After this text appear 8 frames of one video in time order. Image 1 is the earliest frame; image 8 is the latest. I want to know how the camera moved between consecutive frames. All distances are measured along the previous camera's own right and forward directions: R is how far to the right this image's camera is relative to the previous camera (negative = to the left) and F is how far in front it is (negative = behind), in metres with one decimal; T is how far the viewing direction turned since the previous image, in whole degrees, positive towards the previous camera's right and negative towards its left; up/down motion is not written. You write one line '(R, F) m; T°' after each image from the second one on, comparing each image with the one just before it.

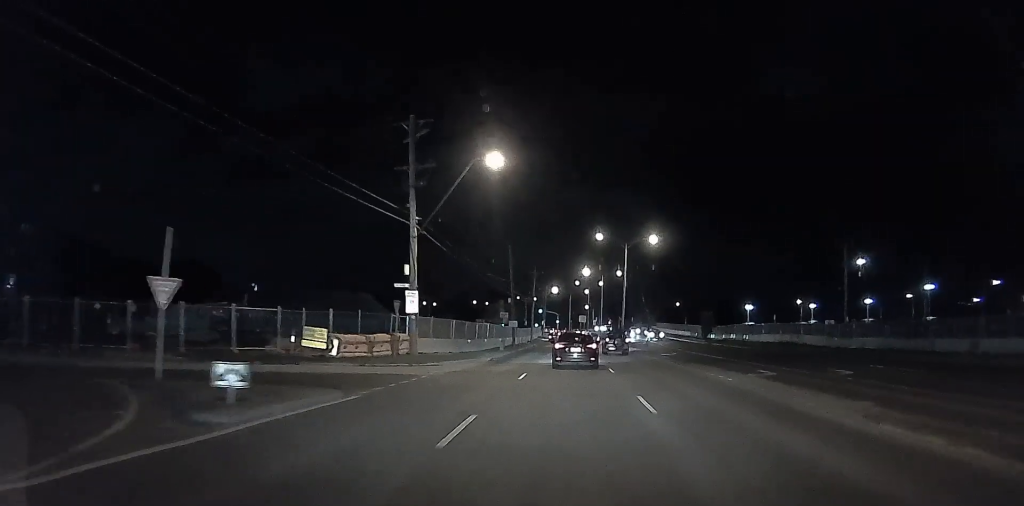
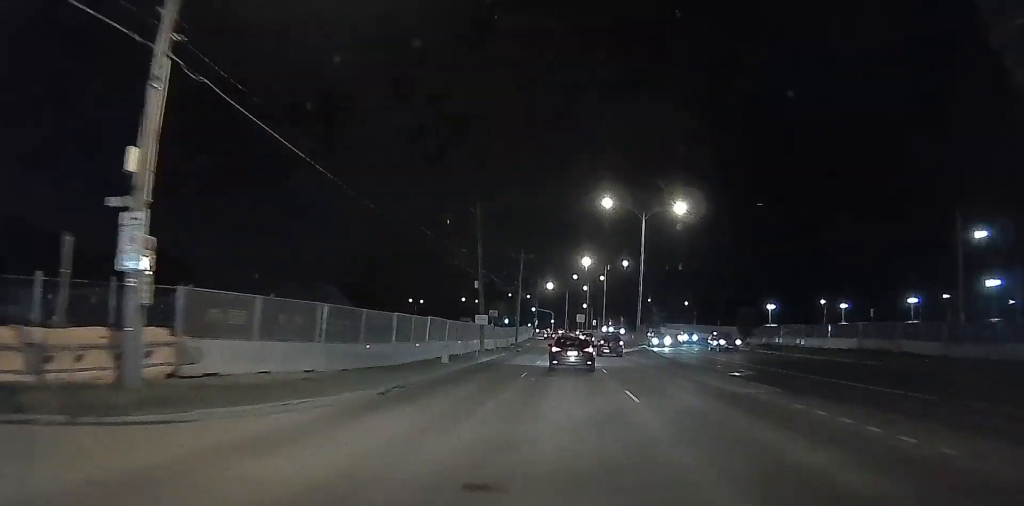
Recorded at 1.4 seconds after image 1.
(-0.2, +20.7) m; -5°
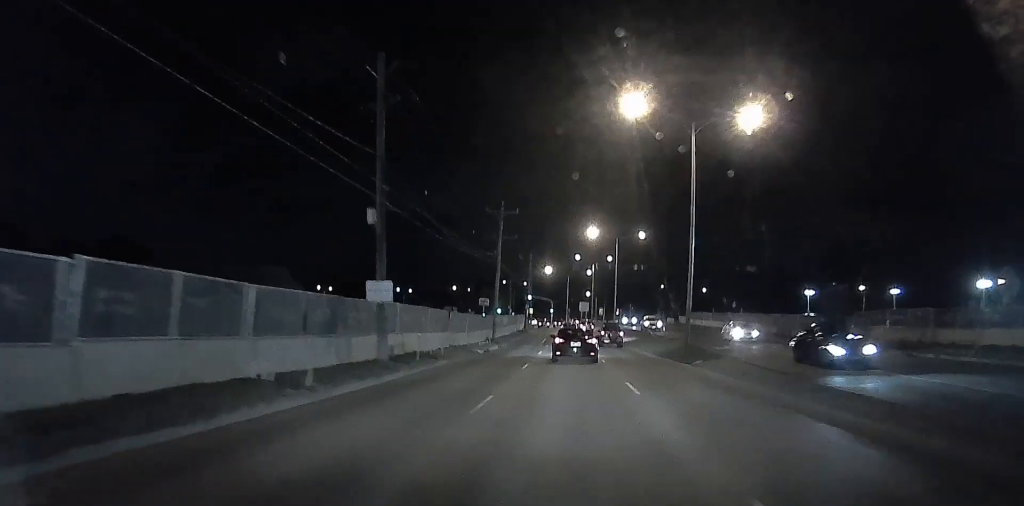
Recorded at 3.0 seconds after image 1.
(-0.5, +23.0) m; +1°
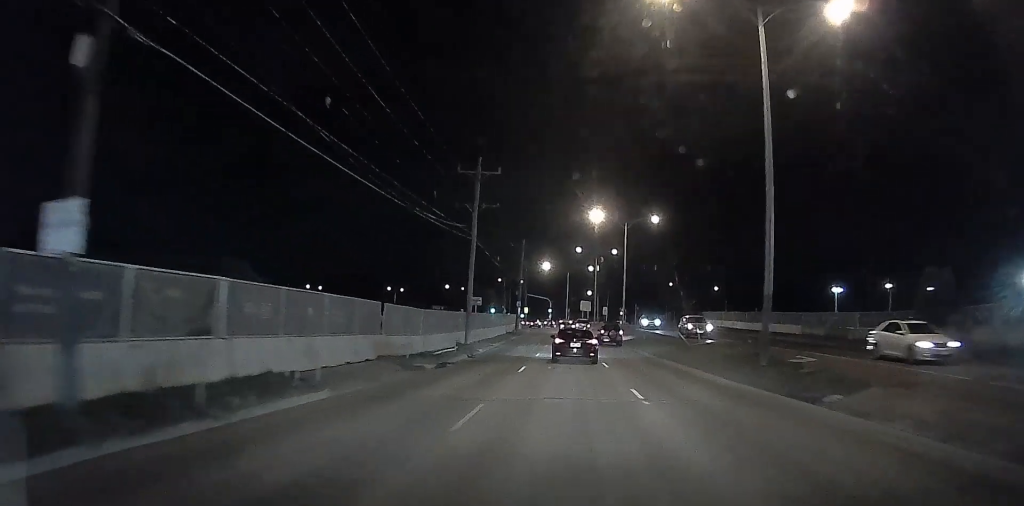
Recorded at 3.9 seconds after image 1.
(0.0, +13.1) m; 0°
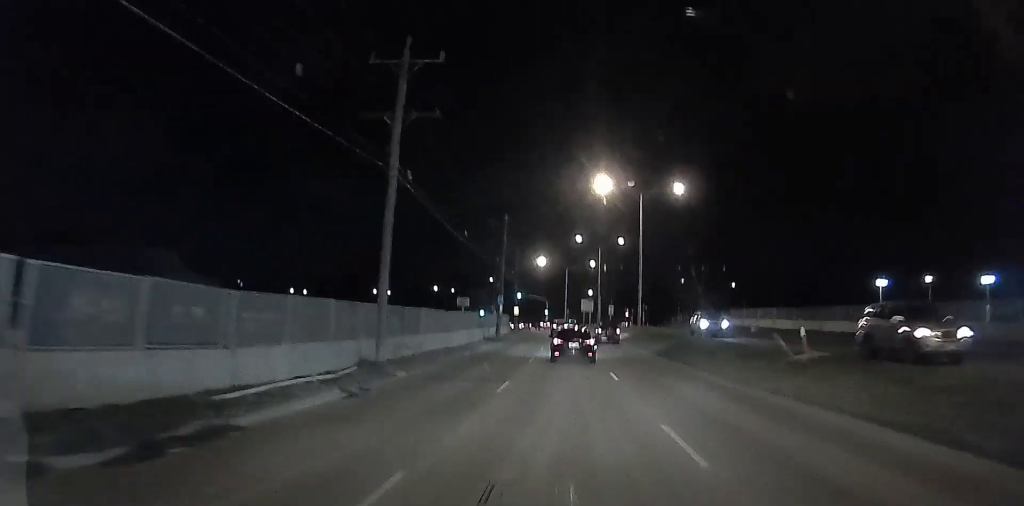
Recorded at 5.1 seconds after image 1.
(0.0, +16.6) m; 0°
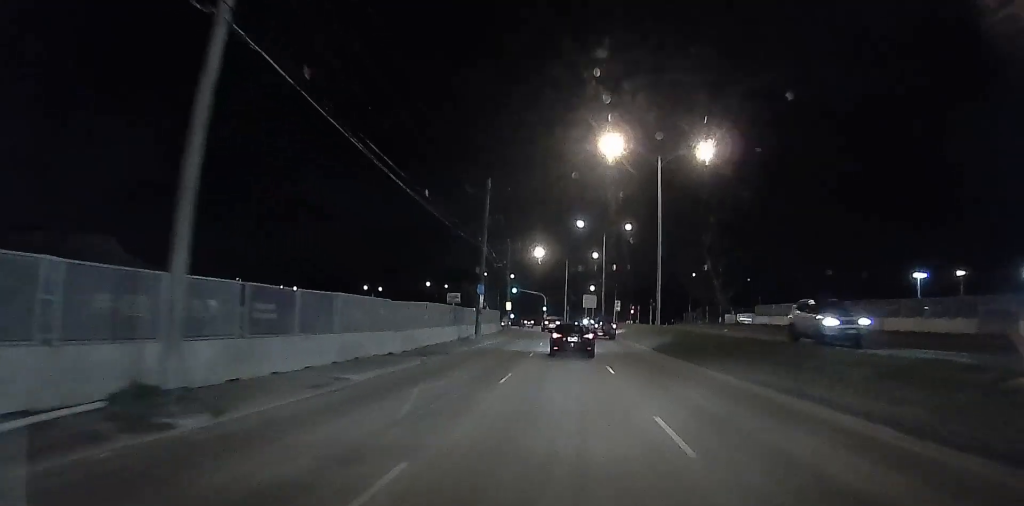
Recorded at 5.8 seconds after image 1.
(0.0, +10.9) m; -3°
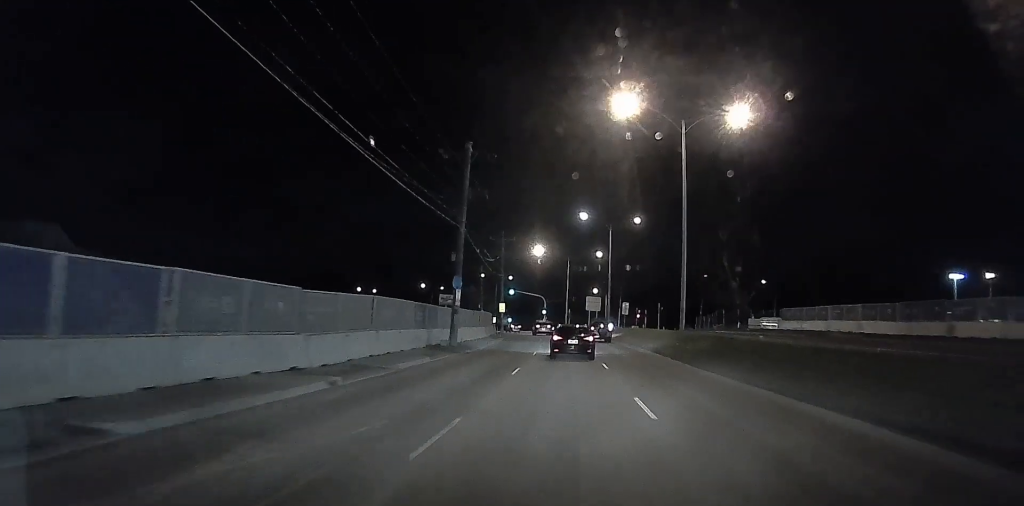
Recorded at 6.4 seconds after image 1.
(-0.3, +8.4) m; -3°
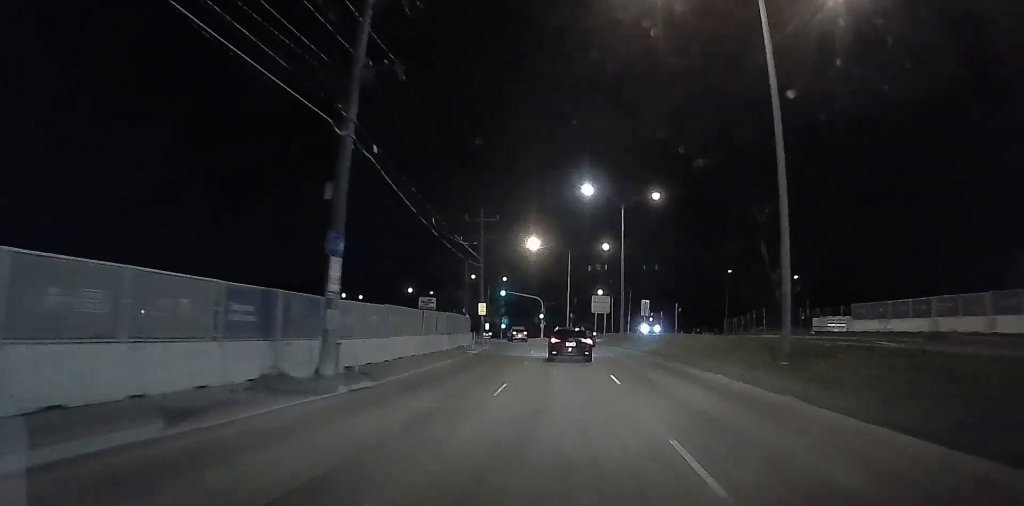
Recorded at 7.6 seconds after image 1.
(-0.7, +16.0) m; -4°
